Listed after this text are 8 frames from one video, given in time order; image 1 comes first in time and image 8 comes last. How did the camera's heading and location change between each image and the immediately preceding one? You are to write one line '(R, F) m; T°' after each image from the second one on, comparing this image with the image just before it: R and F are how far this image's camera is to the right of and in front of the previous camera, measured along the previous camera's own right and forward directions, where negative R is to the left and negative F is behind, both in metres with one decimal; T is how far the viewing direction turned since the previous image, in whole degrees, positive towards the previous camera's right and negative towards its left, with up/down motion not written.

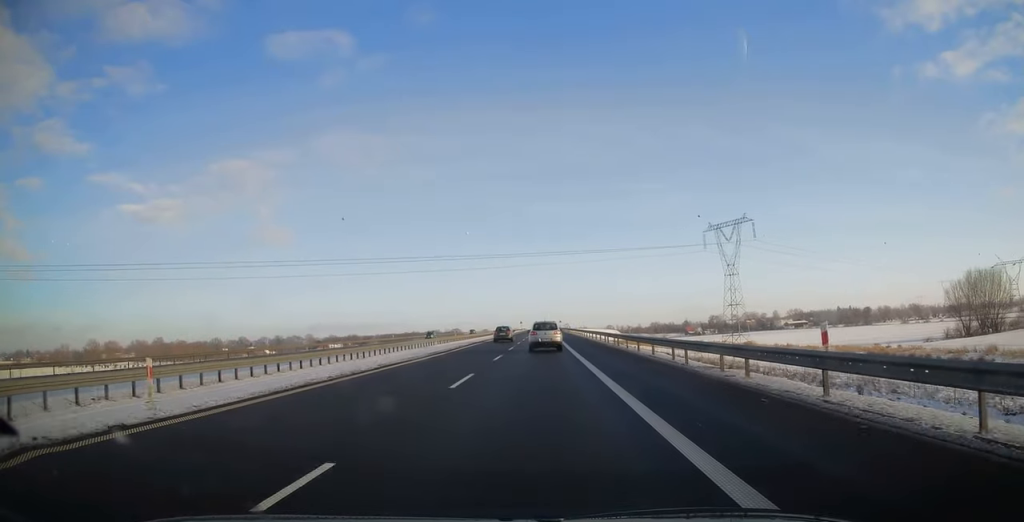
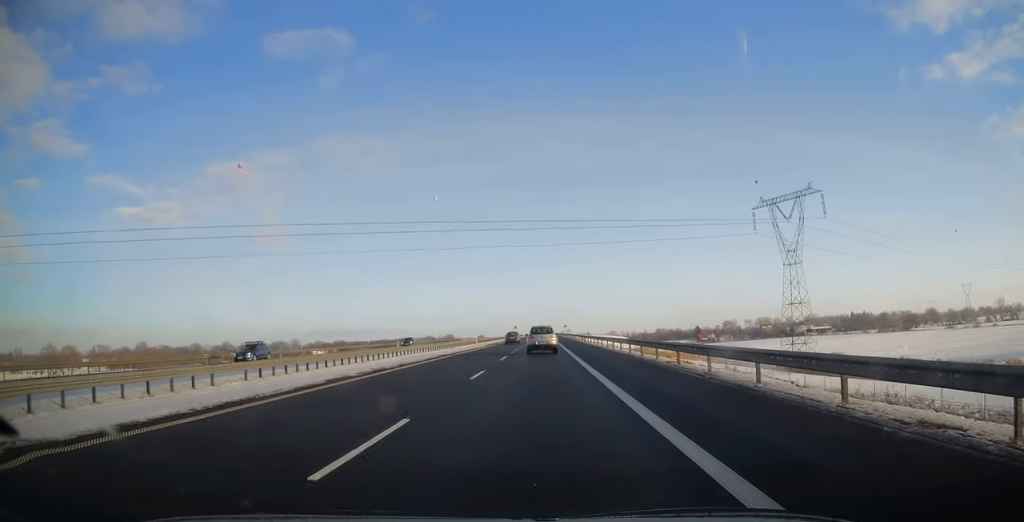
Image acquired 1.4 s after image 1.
(+0.1, +44.4) m; 0°
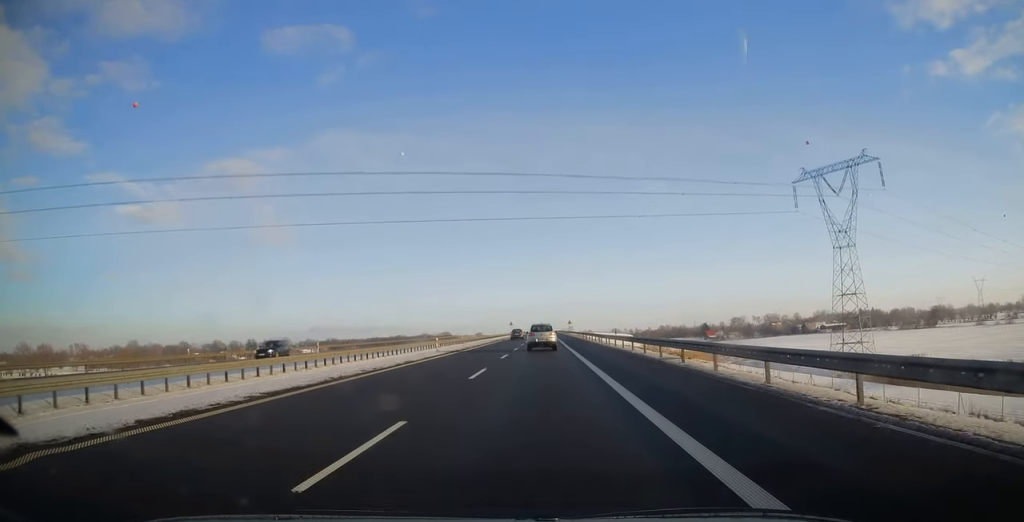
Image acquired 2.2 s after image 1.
(0.0, +24.3) m; 0°
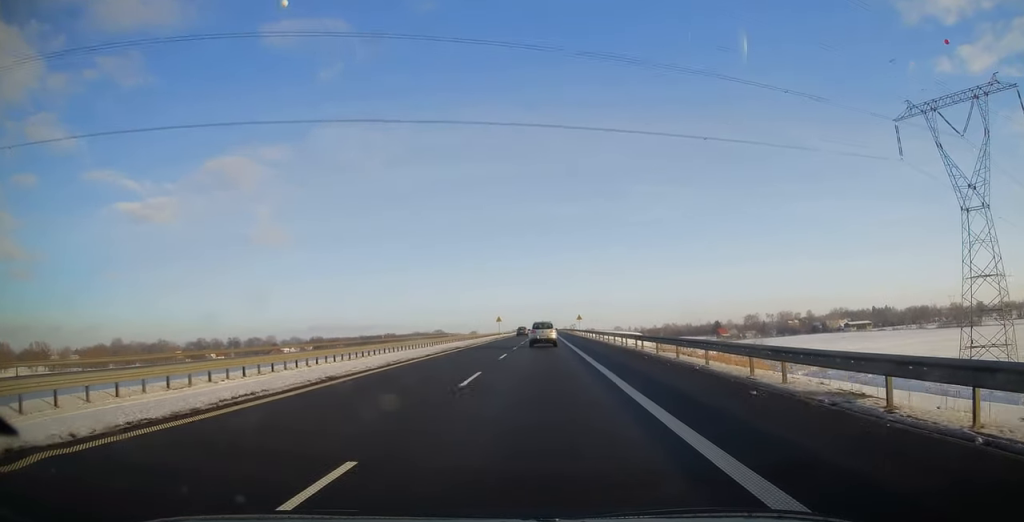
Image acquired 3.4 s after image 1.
(0.0, +38.6) m; 0°
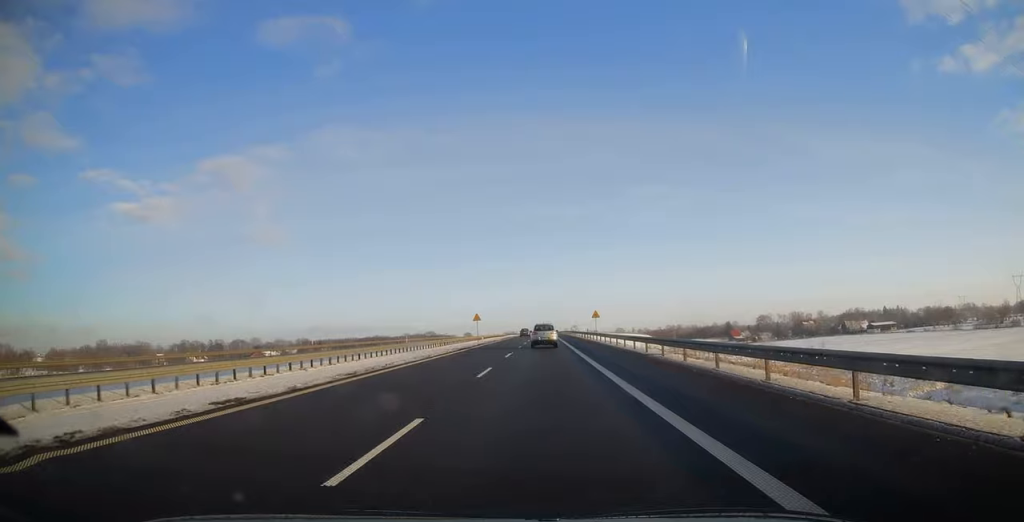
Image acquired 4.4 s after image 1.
(0.0, +32.8) m; 0°
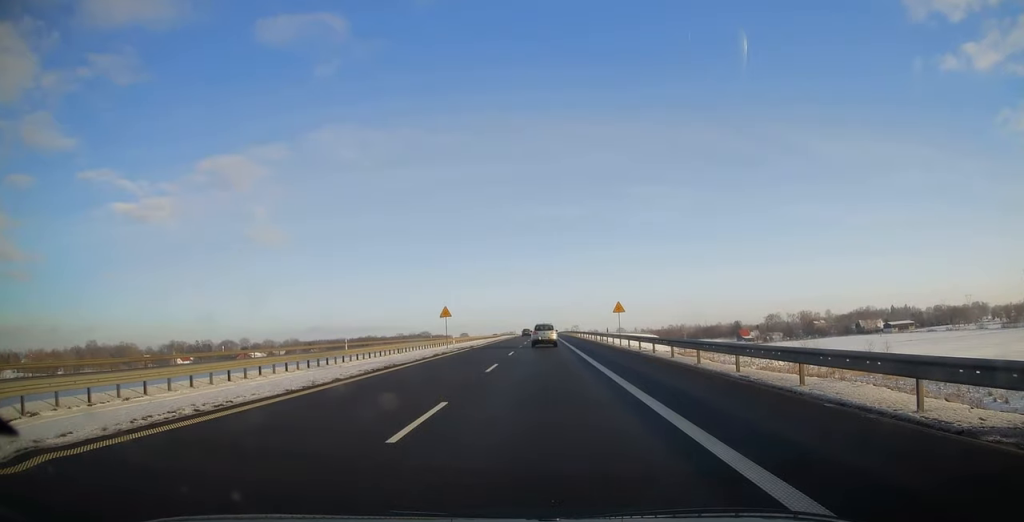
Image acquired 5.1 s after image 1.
(0.0, +21.7) m; 0°
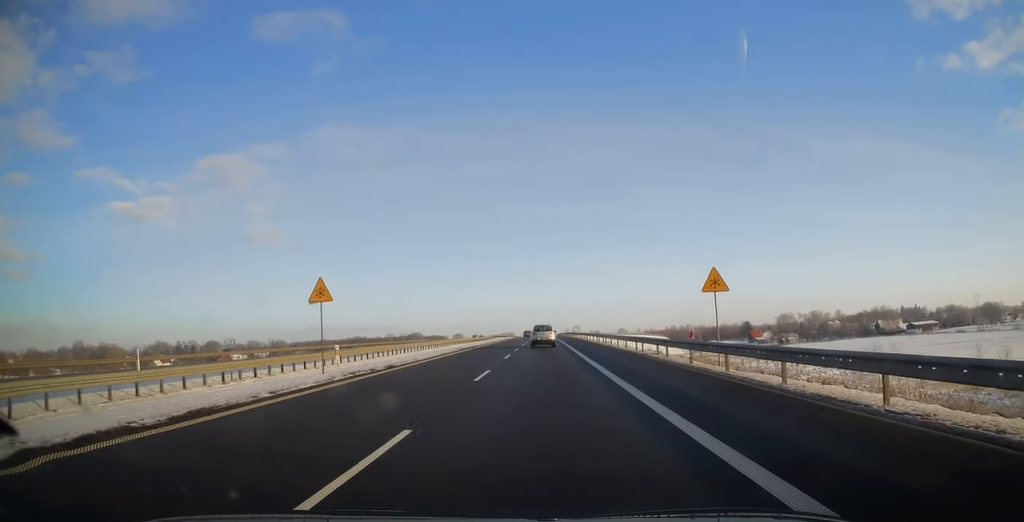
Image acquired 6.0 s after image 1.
(0.0, +27.0) m; 0°
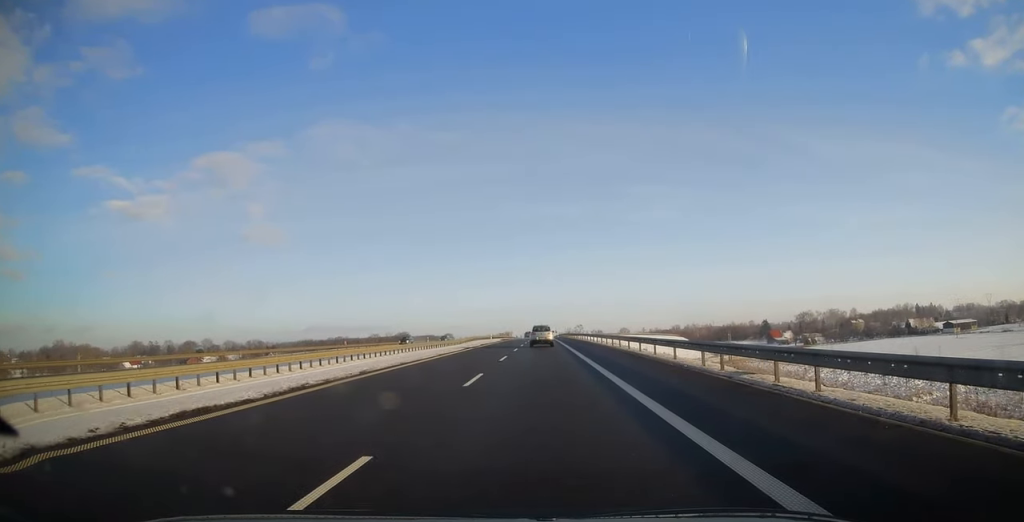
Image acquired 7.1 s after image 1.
(0.0, +37.6) m; 0°
